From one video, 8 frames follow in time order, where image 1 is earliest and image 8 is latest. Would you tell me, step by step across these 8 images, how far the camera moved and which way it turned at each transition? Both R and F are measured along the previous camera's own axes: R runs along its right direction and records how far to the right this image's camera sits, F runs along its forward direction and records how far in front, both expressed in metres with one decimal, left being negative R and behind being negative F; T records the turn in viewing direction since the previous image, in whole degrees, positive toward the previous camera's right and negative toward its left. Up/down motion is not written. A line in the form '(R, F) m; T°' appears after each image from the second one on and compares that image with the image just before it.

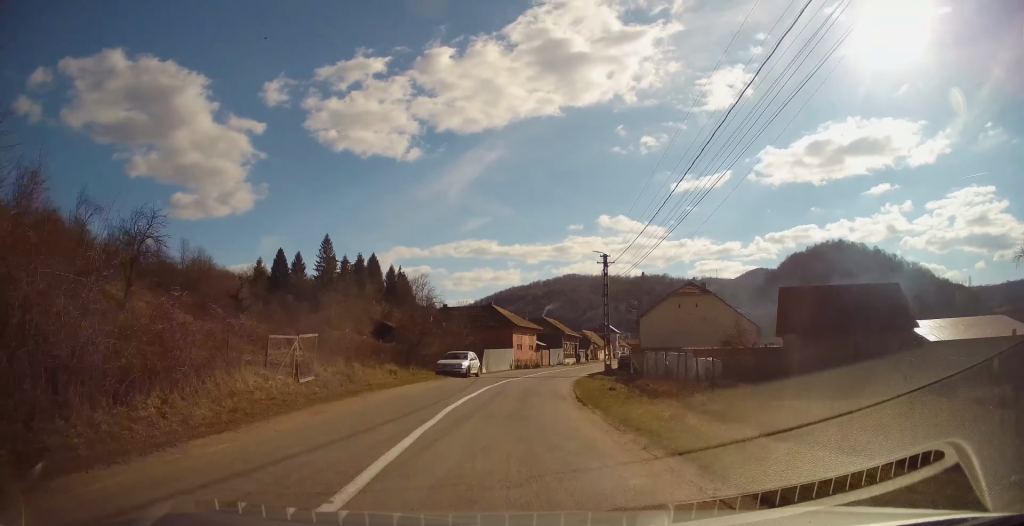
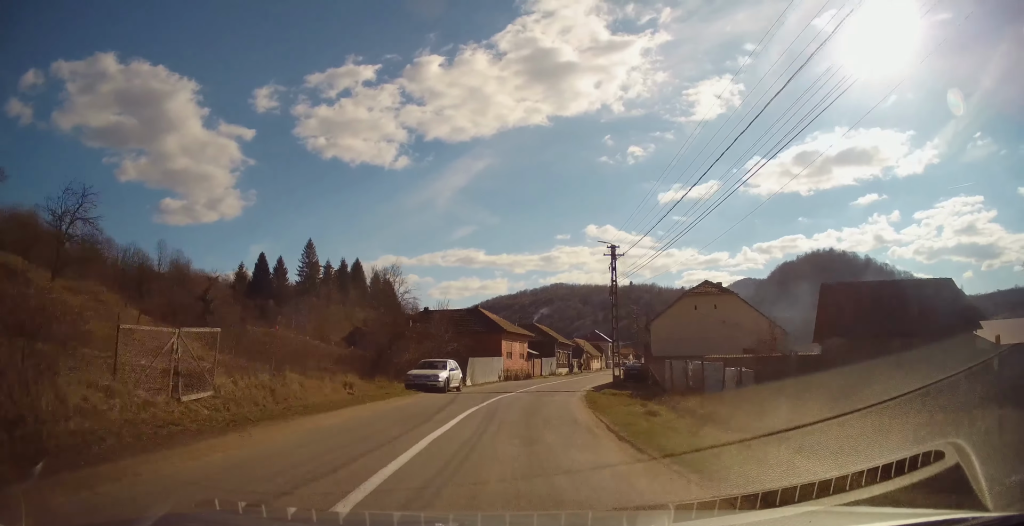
(+0.2, +6.5) m; +3°
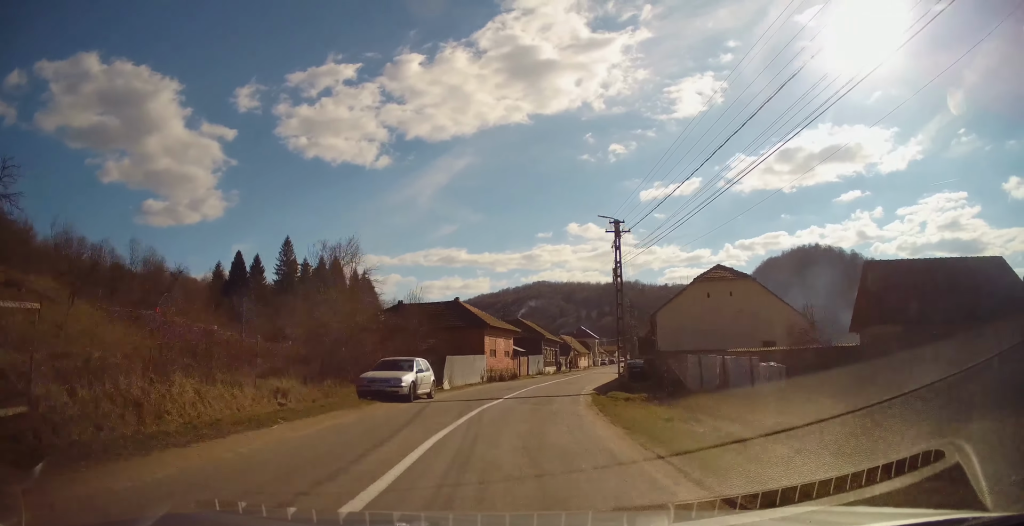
(+0.1, +5.5) m; +3°
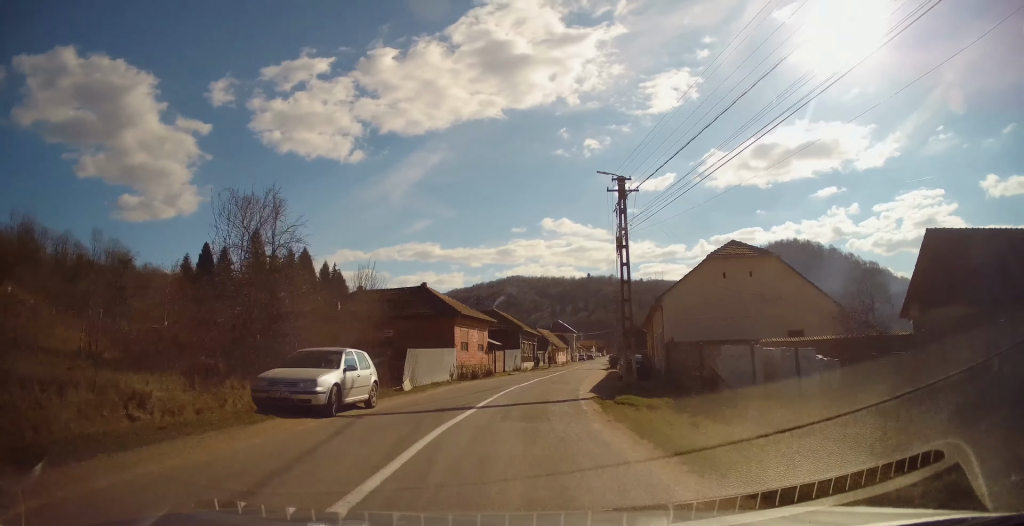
(+0.1, +6.1) m; +3°
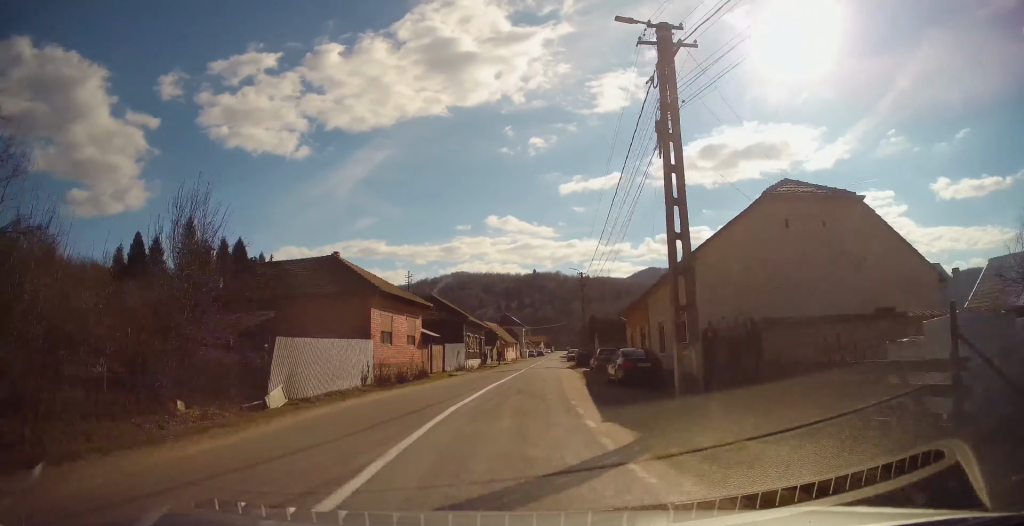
(+0.7, +11.0) m; +4°
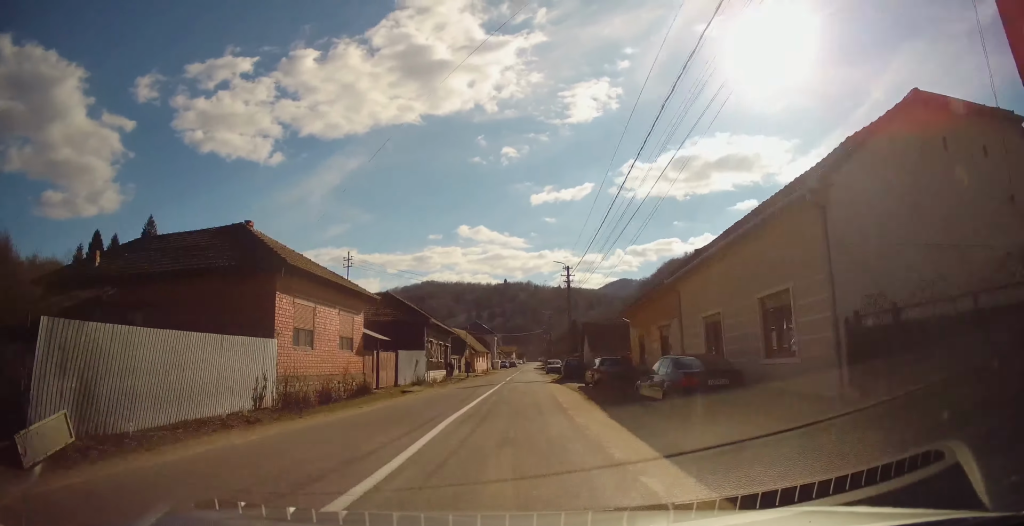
(+0.2, +8.5) m; +2°
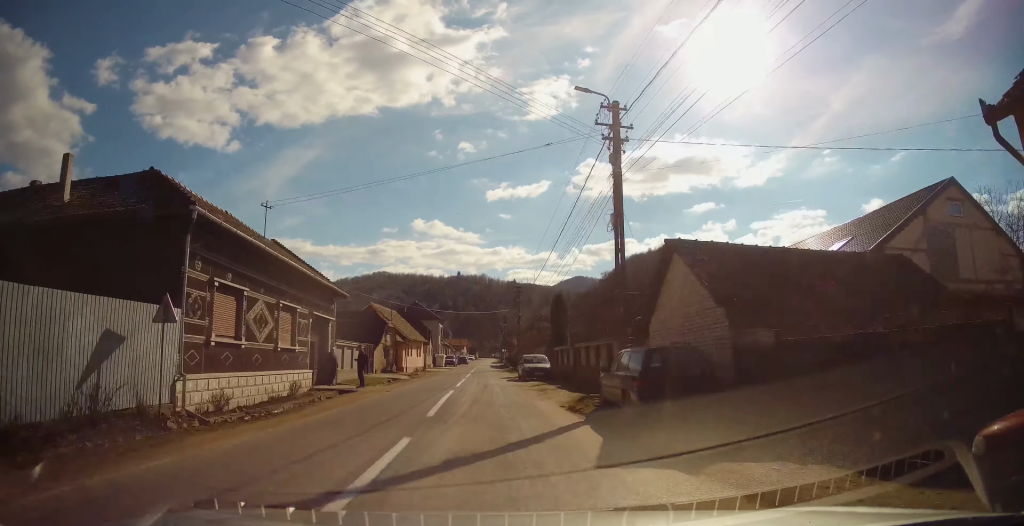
(+1.3, +26.8) m; +5°
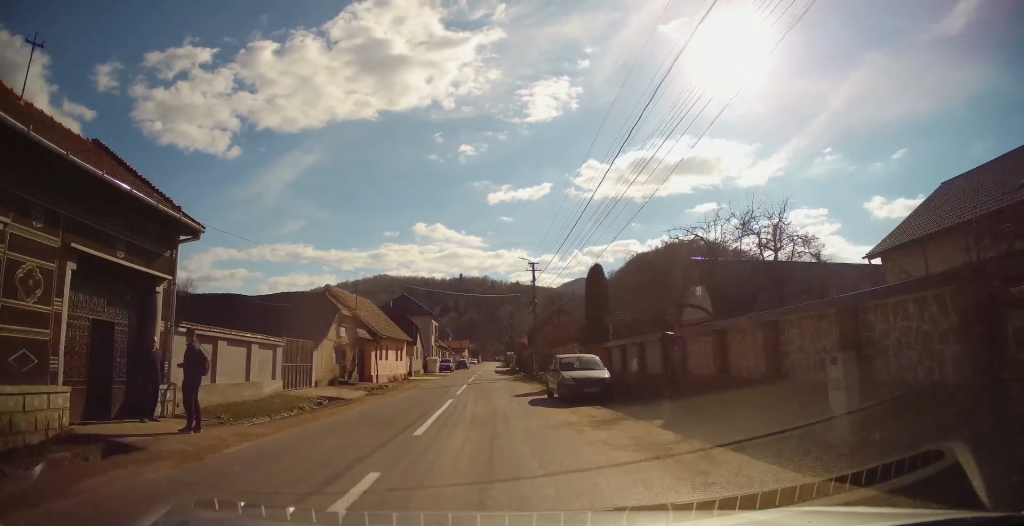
(-0.2, +14.9) m; -2°
